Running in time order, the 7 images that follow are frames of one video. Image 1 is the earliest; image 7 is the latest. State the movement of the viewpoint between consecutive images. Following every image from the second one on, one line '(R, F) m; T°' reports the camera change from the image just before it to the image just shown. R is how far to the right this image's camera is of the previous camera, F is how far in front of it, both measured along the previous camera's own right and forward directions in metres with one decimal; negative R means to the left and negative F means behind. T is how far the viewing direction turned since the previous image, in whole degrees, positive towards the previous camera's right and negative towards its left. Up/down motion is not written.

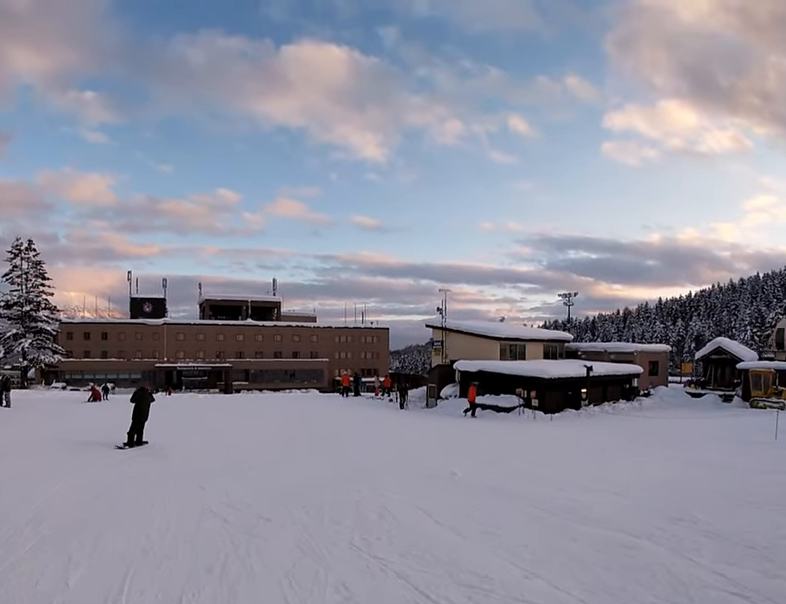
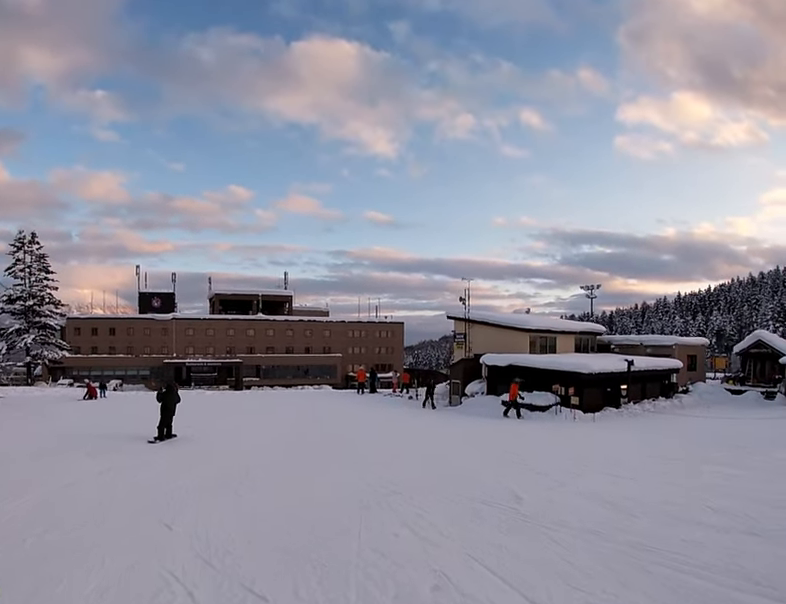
(0.0, +2.3) m; 0°
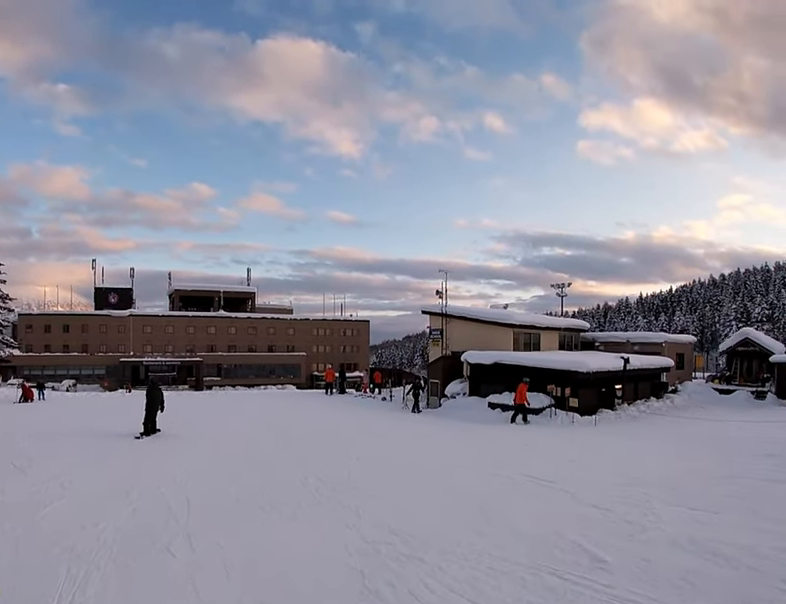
(0.0, +2.9) m; -1°
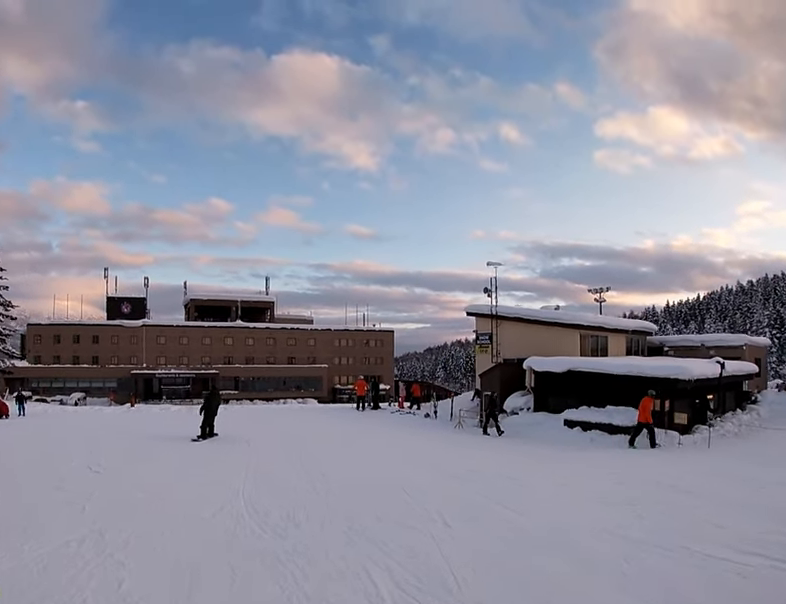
(-0.1, +4.1) m; -4°
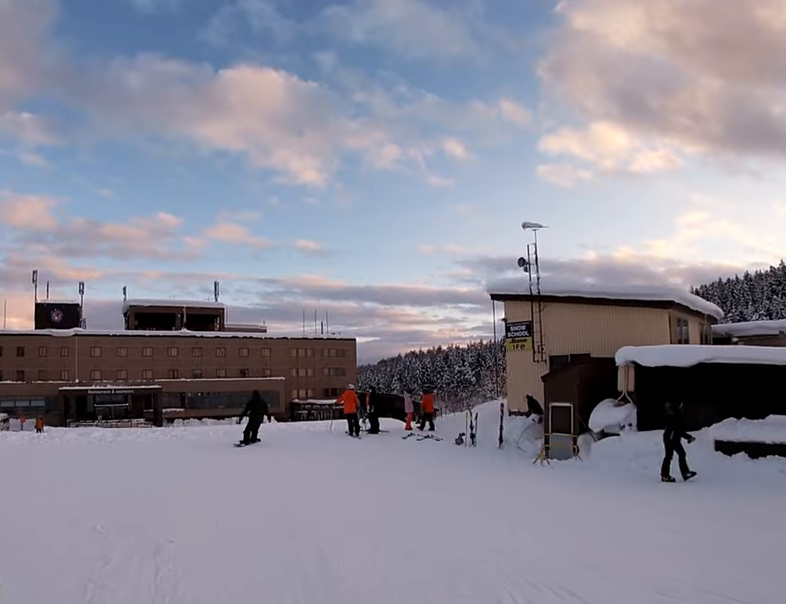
(-0.8, +7.6) m; +5°
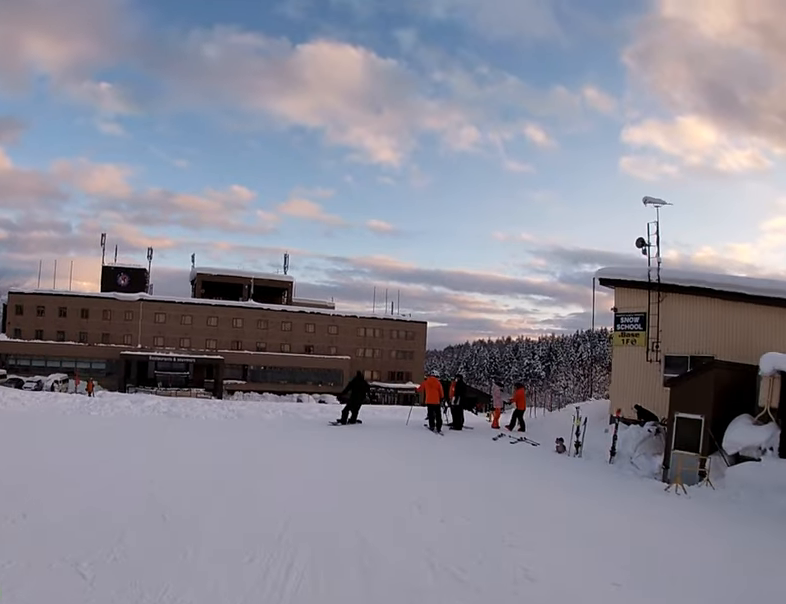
(+0.5, +2.1) m; +4°
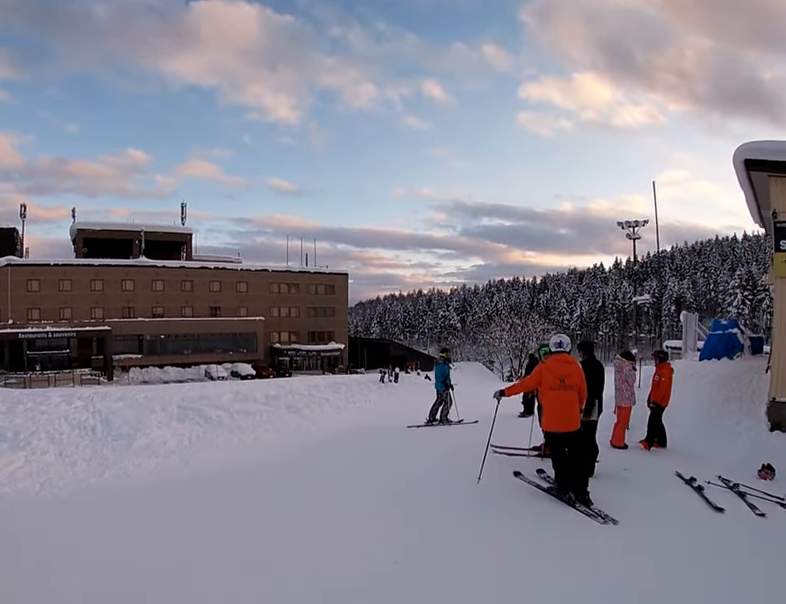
(+0.5, +9.1) m; +5°
